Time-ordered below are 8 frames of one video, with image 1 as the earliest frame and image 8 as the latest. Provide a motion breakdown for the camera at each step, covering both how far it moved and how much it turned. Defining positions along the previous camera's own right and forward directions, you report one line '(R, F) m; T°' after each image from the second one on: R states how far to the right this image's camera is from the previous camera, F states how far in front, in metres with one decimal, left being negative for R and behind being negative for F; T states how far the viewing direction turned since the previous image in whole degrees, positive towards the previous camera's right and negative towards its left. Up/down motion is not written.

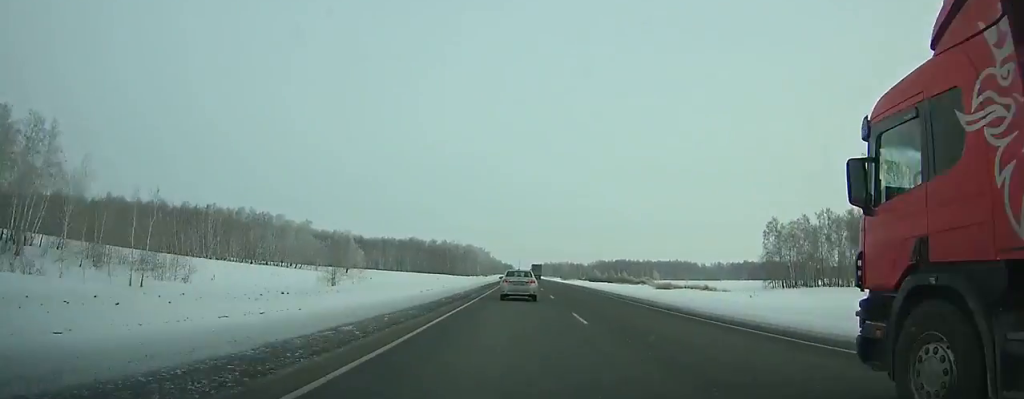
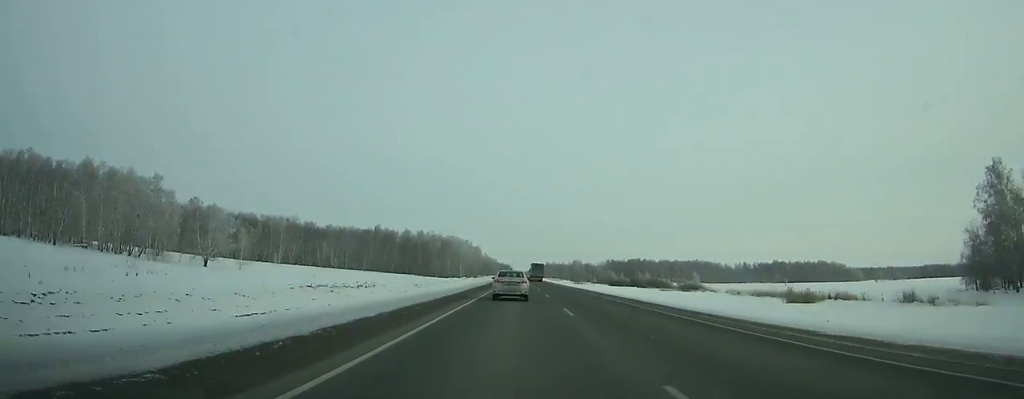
(0.0, +92.2) m; 0°
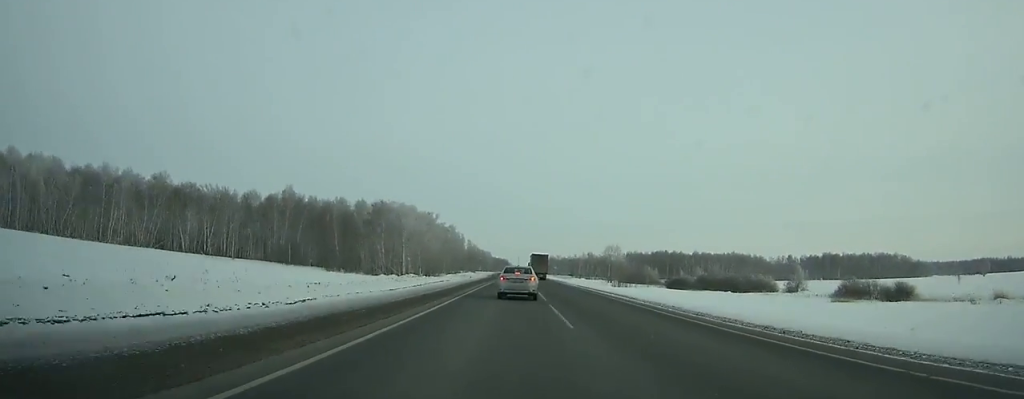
(+0.5, +111.7) m; 0°
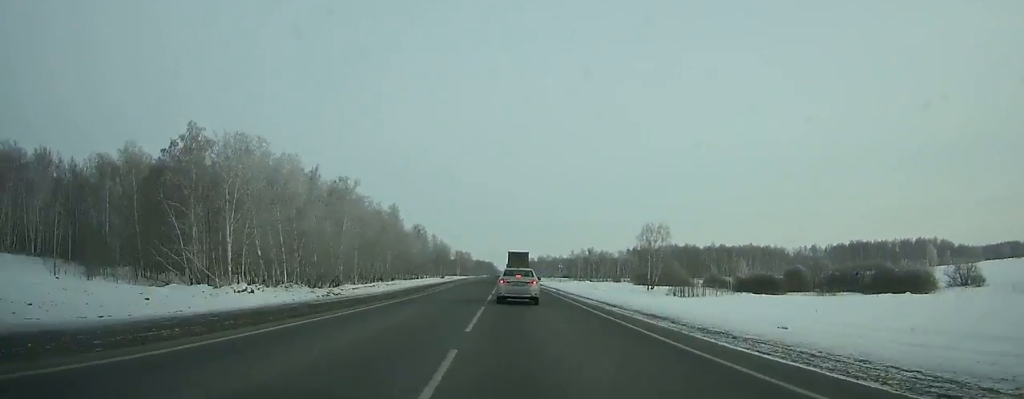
(+0.2, +70.0) m; 0°
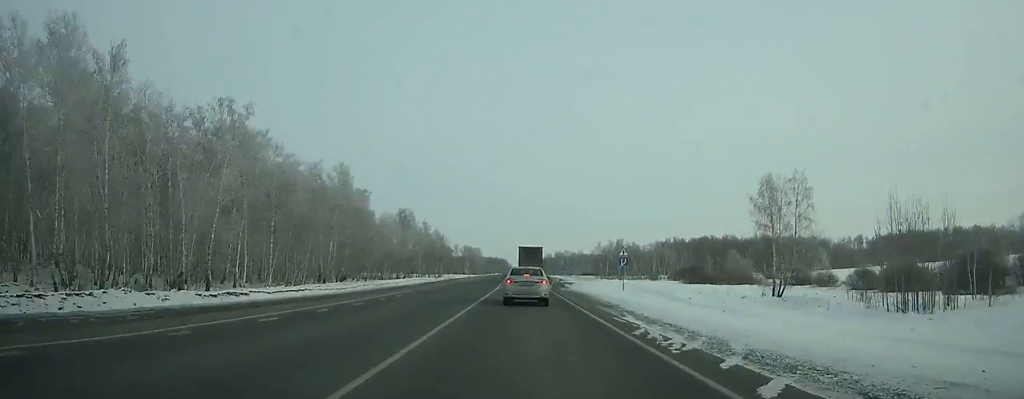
(+0.1, +48.1) m; 0°
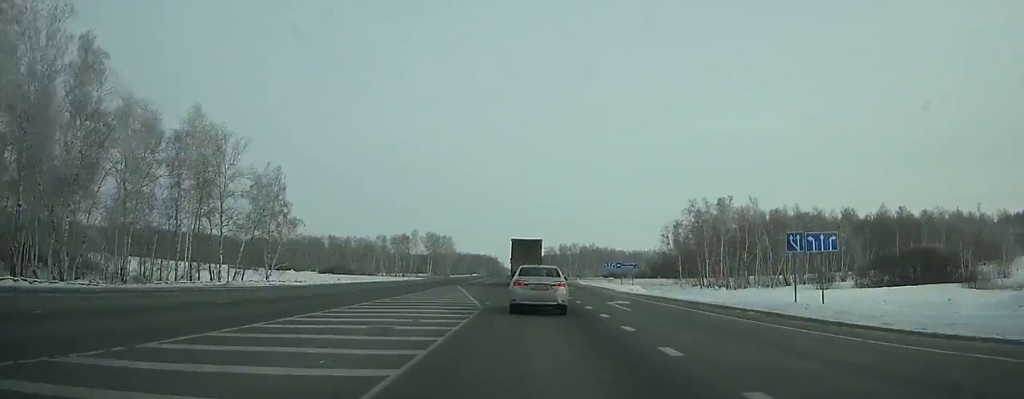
(-0.5, +135.7) m; 0°
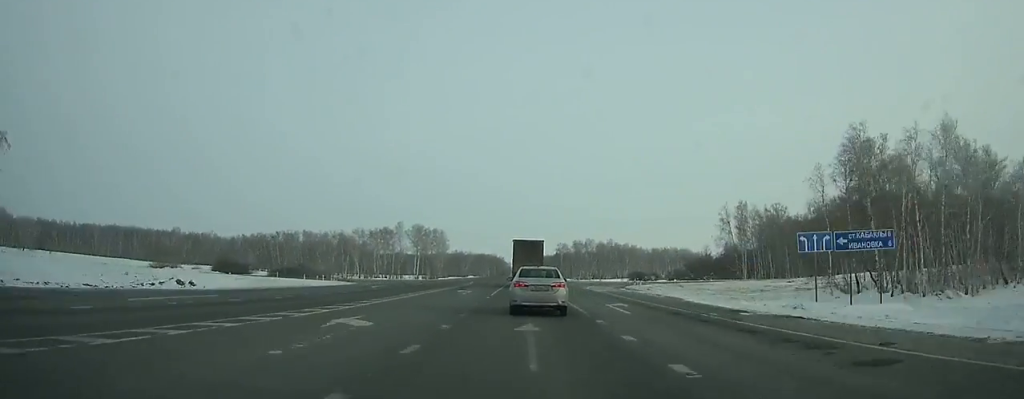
(0.0, +49.9) m; 0°
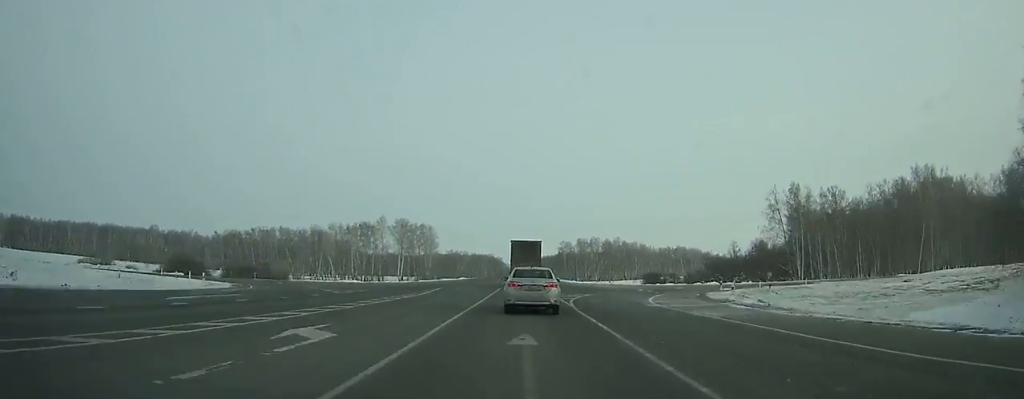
(0.0, +27.8) m; 0°
